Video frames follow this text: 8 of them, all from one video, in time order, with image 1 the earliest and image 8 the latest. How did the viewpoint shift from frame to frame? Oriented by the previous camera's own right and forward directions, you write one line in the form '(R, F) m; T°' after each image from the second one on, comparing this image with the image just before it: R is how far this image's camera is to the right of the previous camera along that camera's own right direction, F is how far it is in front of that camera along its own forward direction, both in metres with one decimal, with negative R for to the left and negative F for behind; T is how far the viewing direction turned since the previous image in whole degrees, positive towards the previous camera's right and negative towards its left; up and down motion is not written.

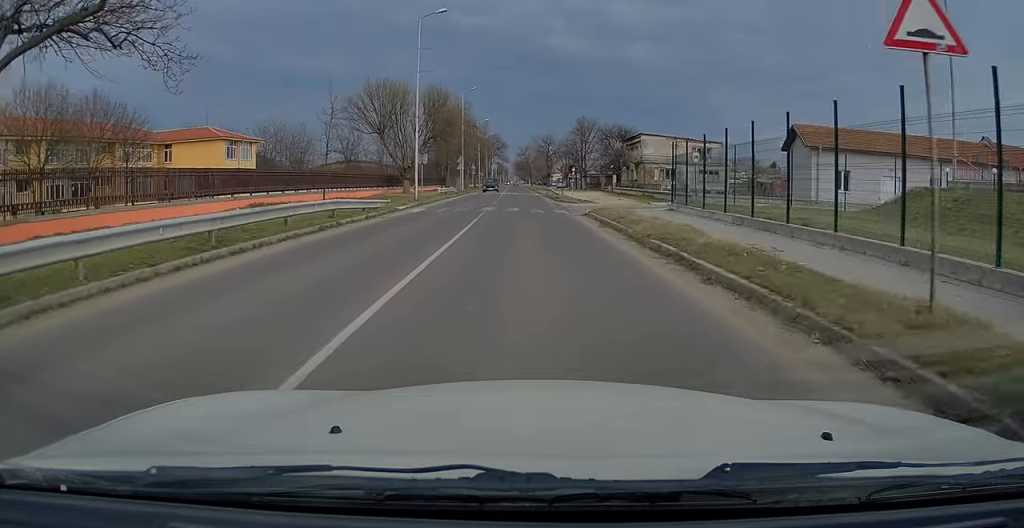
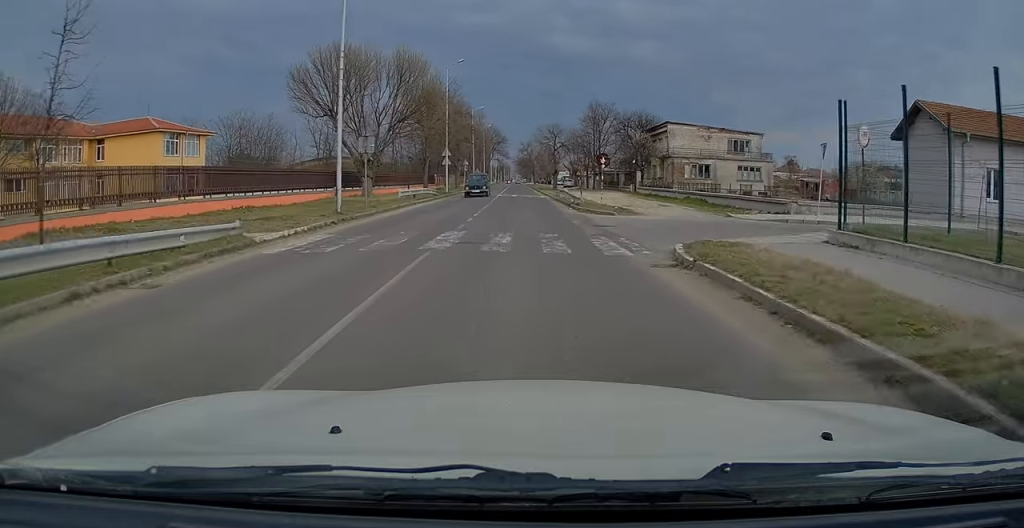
(-0.3, +15.4) m; 0°
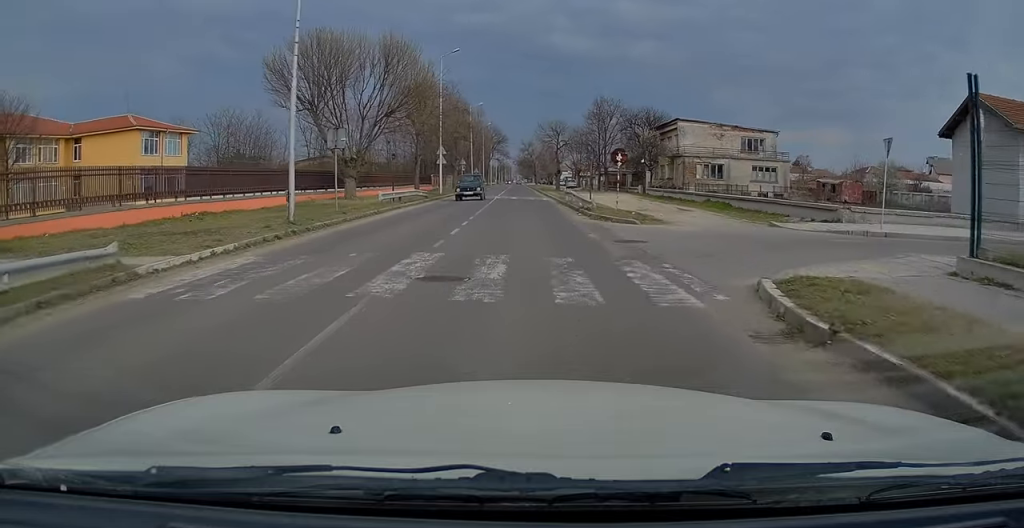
(+0.1, +4.4) m; 0°
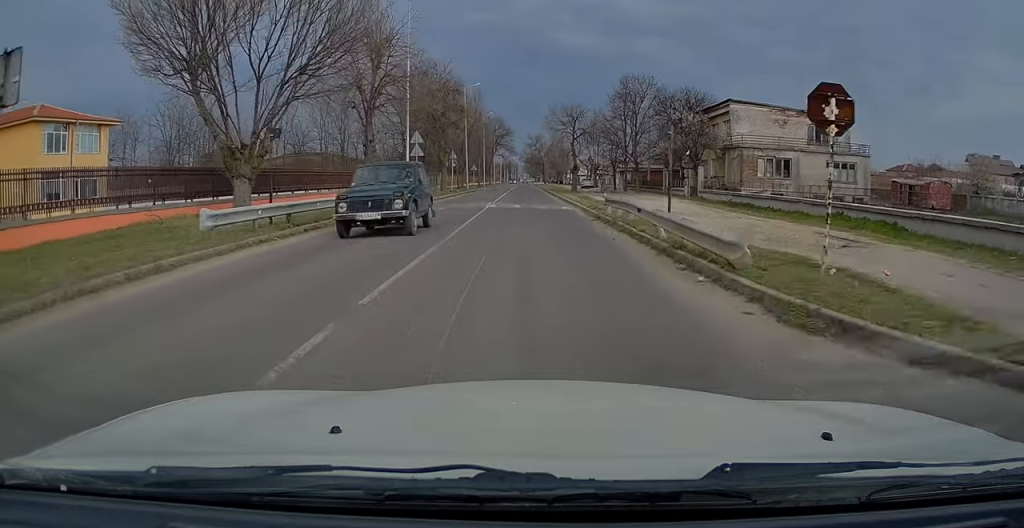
(-0.1, +16.1) m; -2°
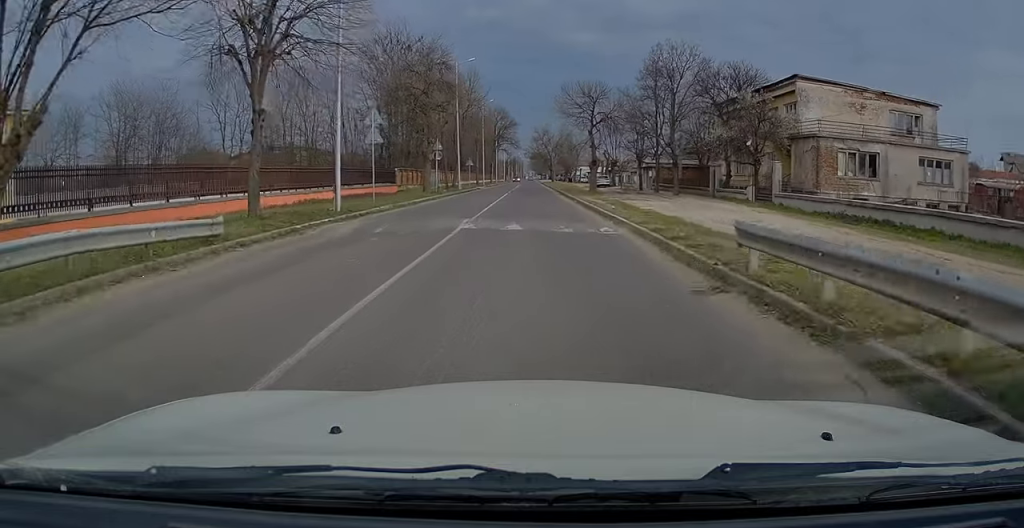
(0.0, +12.7) m; +1°
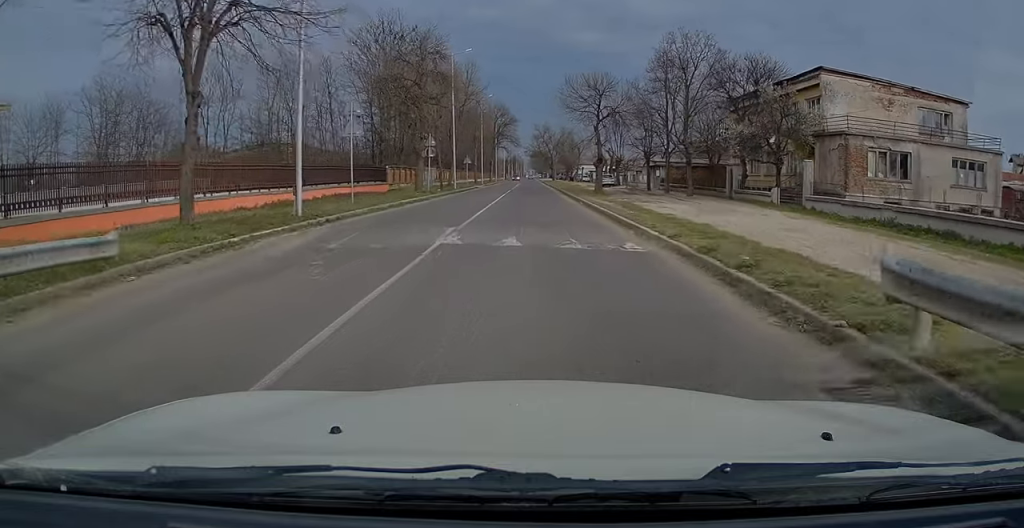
(+0.1, +3.7) m; 0°
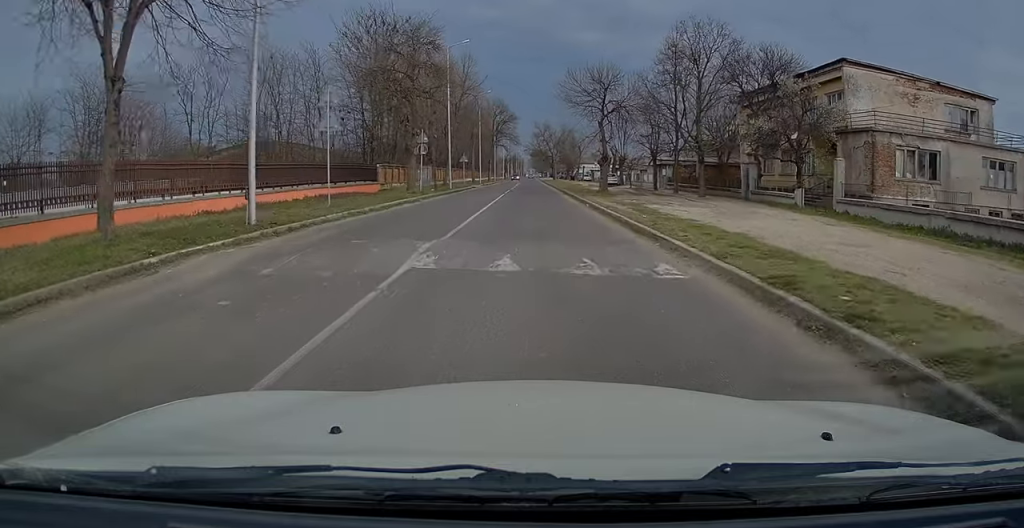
(0.0, +2.9) m; 0°
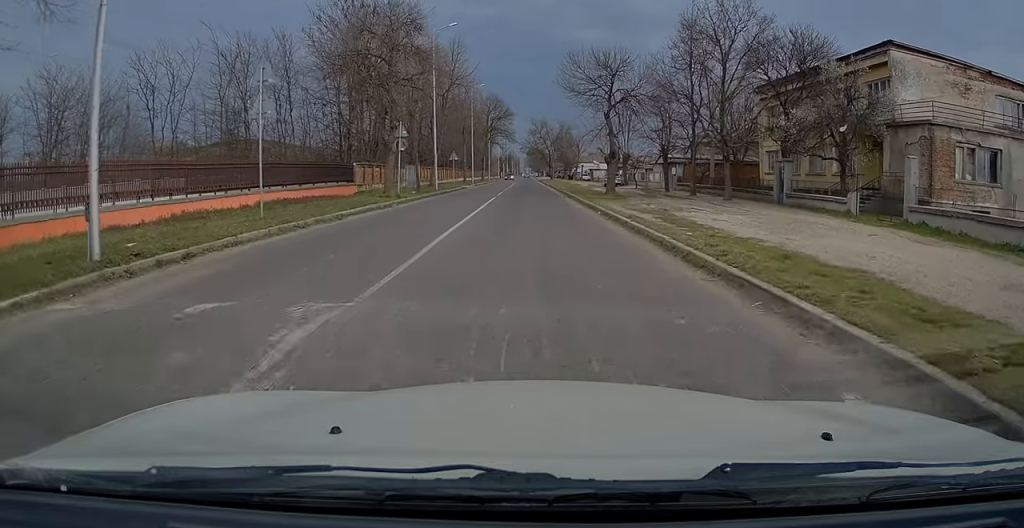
(-0.1, +5.7) m; 0°
